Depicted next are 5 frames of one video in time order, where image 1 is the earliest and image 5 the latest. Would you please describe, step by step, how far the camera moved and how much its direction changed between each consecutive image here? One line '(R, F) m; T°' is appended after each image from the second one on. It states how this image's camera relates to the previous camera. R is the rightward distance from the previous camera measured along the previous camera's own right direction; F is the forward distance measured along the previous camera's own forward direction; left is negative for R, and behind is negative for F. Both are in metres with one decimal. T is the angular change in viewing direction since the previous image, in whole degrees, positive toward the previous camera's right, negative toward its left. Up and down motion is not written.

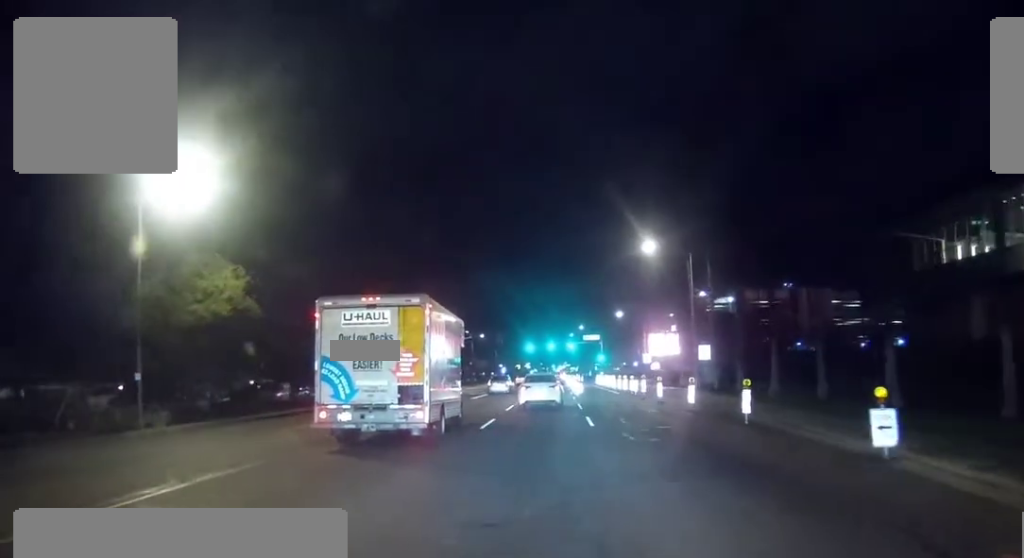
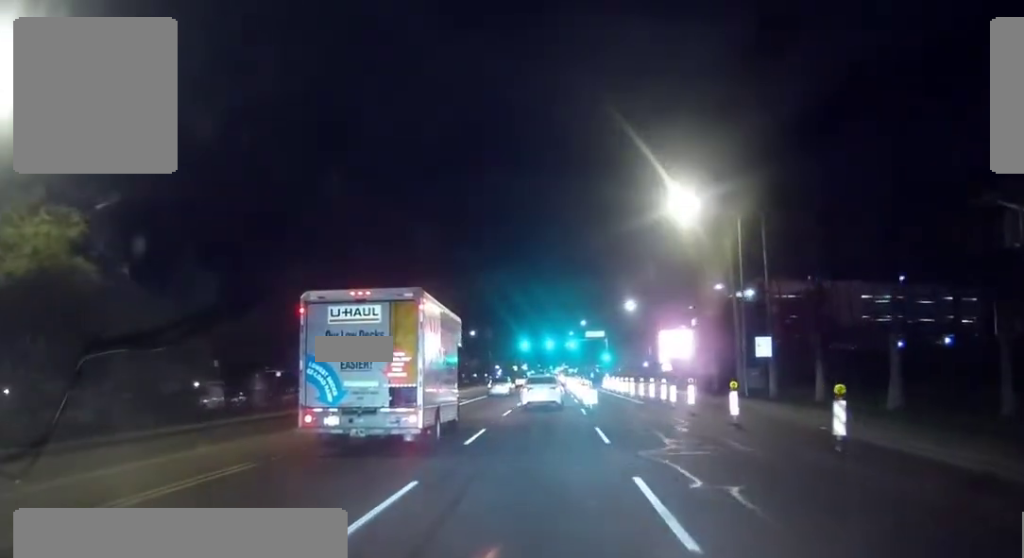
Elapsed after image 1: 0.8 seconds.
(0.0, +14.9) m; -2°
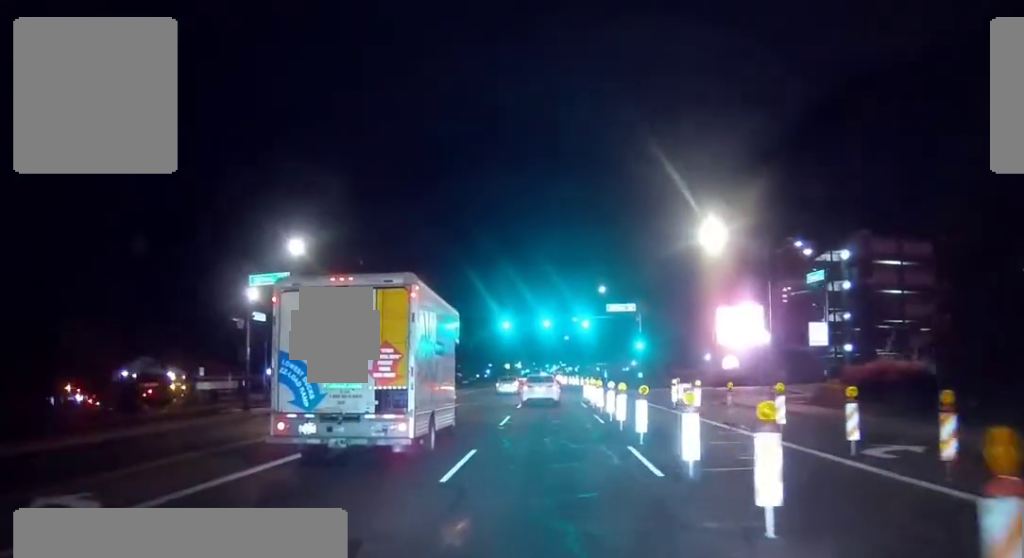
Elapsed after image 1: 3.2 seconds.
(+0.1, +41.7) m; +2°
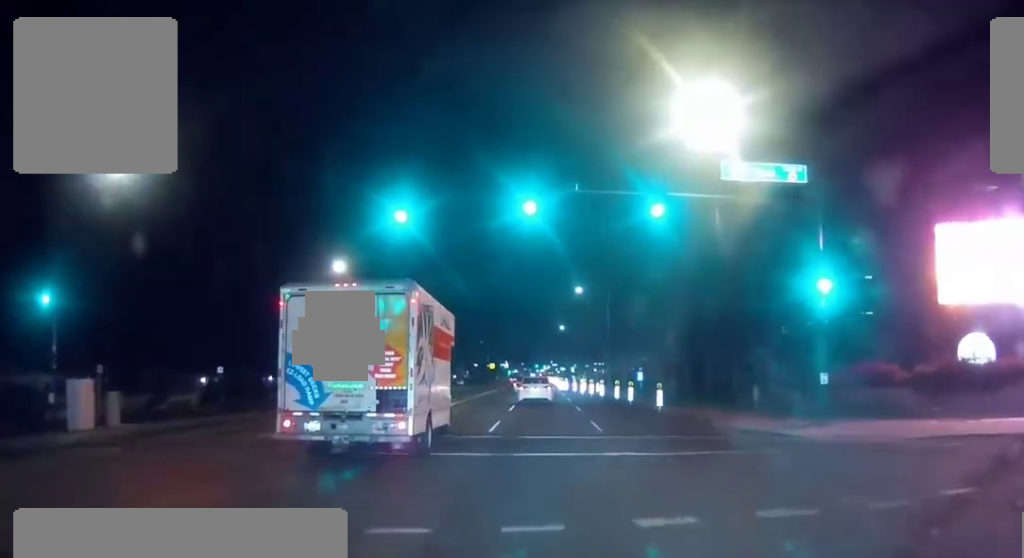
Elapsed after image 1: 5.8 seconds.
(0.0, +45.1) m; 0°
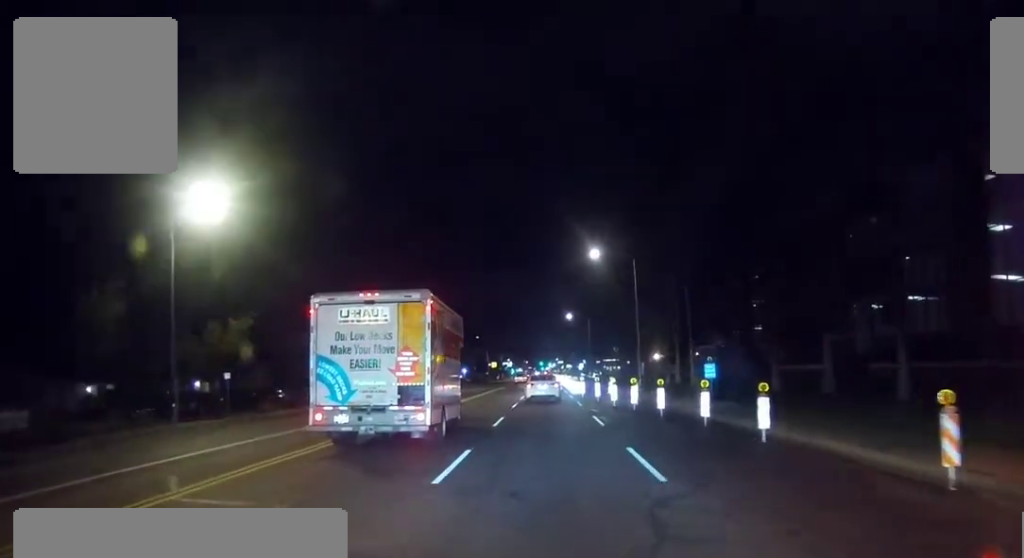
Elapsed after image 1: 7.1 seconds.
(0.0, +23.3) m; 0°
